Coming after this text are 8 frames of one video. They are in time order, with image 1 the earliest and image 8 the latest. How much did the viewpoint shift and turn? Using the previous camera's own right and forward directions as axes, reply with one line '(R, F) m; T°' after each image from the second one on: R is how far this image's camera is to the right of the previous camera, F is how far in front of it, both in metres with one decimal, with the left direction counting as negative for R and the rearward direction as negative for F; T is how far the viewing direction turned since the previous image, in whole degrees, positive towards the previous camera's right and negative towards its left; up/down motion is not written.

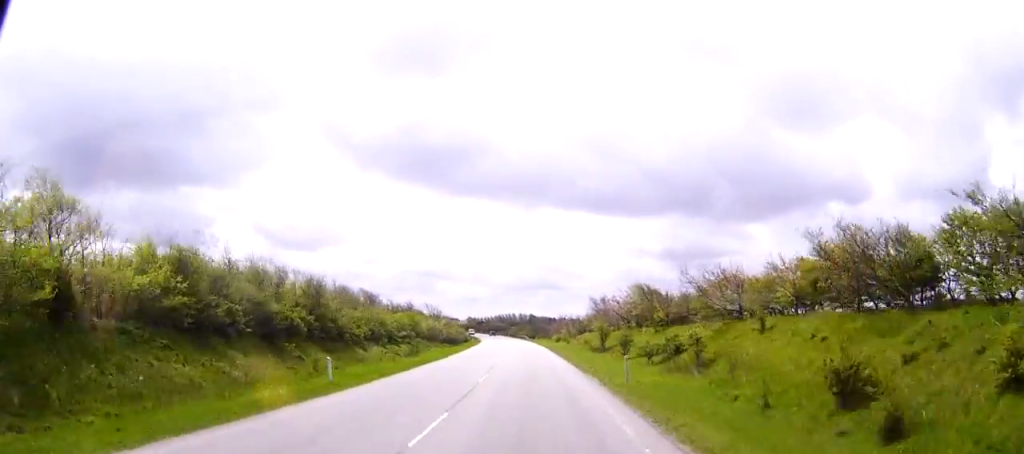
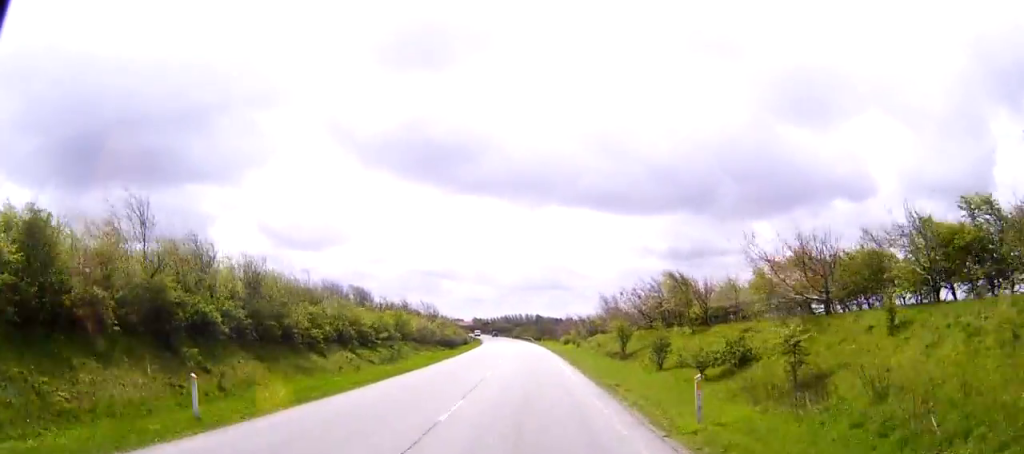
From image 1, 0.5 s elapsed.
(0.0, +11.0) m; 0°
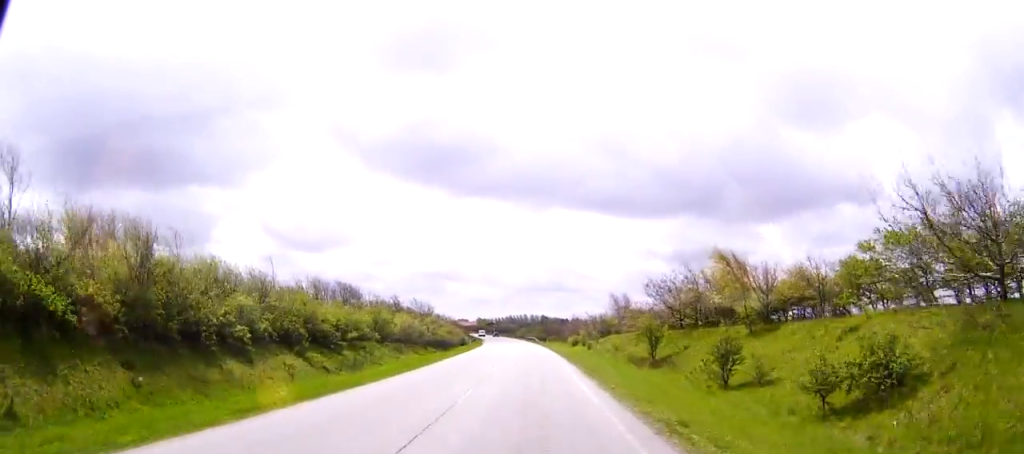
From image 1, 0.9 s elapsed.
(0.0, +11.0) m; 0°
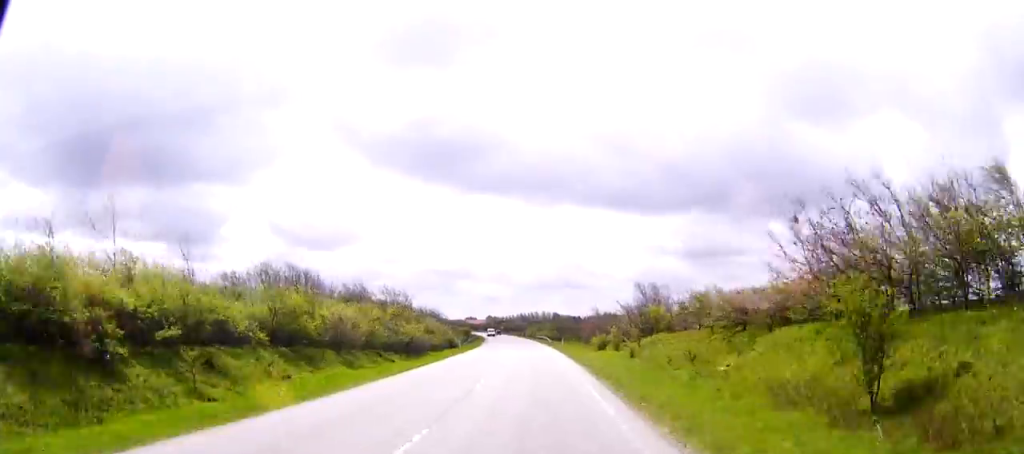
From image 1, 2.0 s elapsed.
(-0.1, +25.3) m; -1°
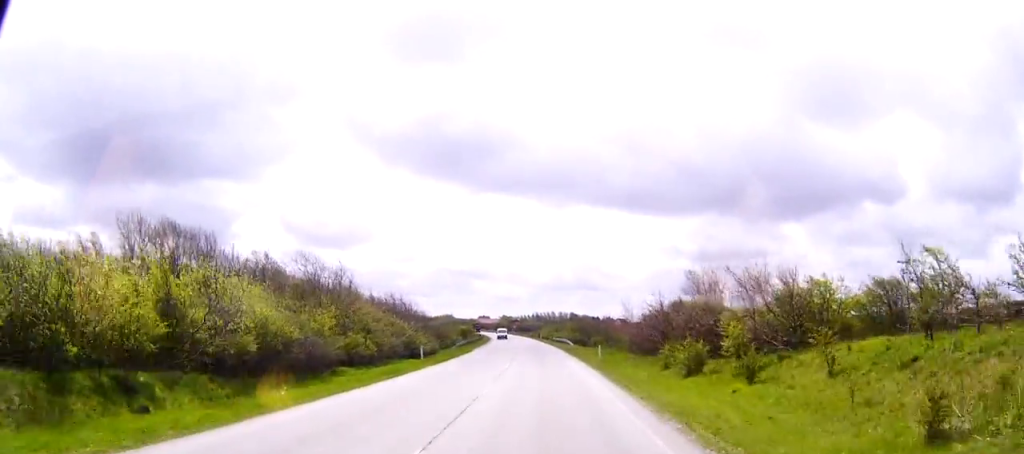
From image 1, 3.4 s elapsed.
(-0.5, +32.8) m; -1°
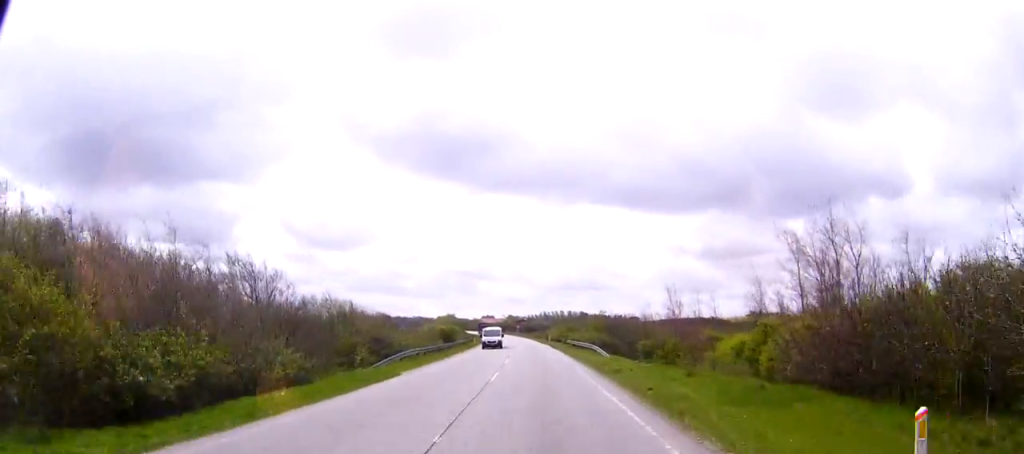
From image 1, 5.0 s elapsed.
(-0.3, +38.7) m; -1°
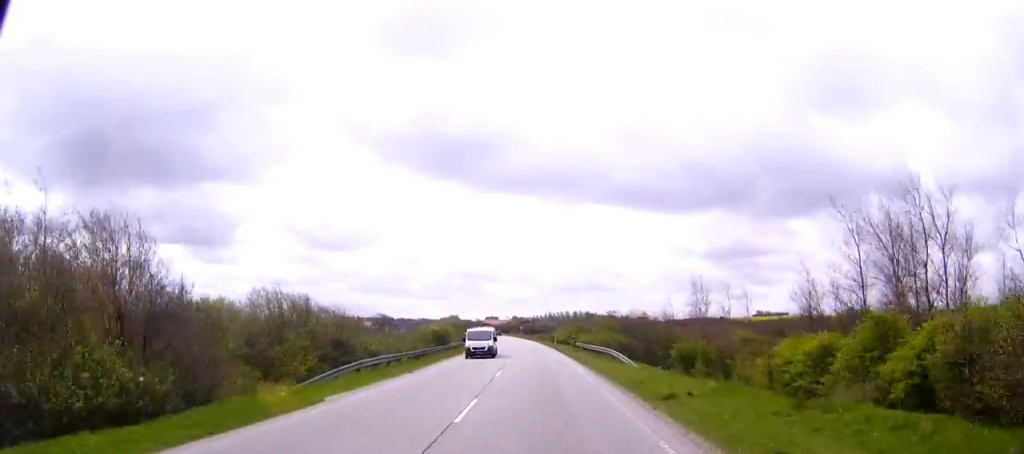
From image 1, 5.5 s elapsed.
(0.0, +12.1) m; 0°
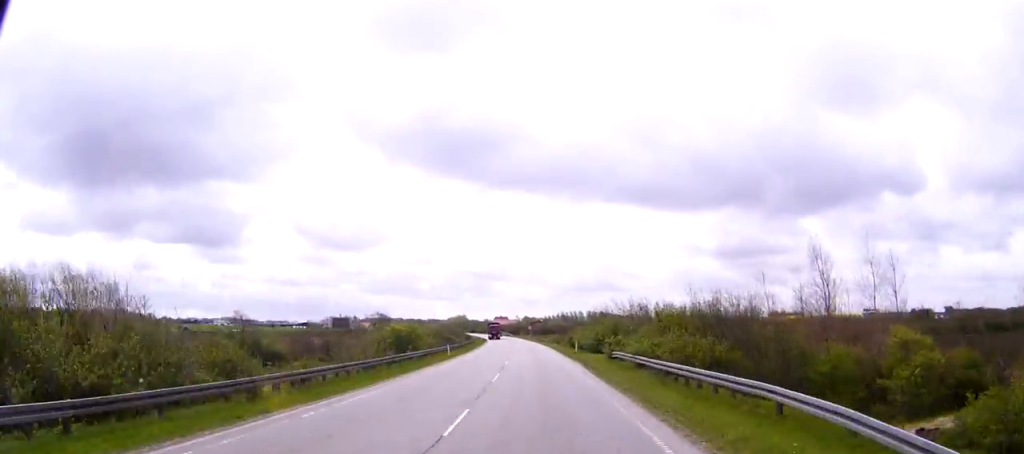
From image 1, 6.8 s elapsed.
(-0.2, +31.6) m; -1°
